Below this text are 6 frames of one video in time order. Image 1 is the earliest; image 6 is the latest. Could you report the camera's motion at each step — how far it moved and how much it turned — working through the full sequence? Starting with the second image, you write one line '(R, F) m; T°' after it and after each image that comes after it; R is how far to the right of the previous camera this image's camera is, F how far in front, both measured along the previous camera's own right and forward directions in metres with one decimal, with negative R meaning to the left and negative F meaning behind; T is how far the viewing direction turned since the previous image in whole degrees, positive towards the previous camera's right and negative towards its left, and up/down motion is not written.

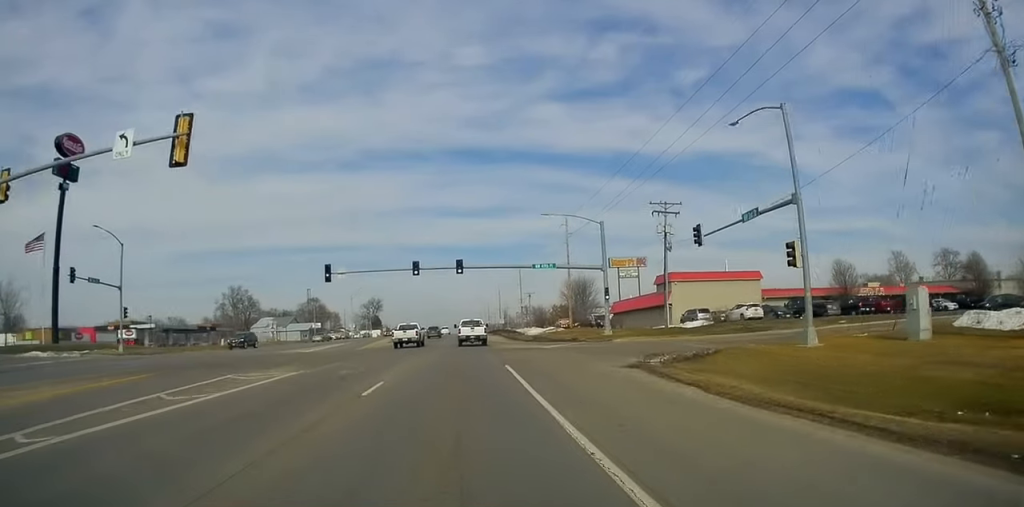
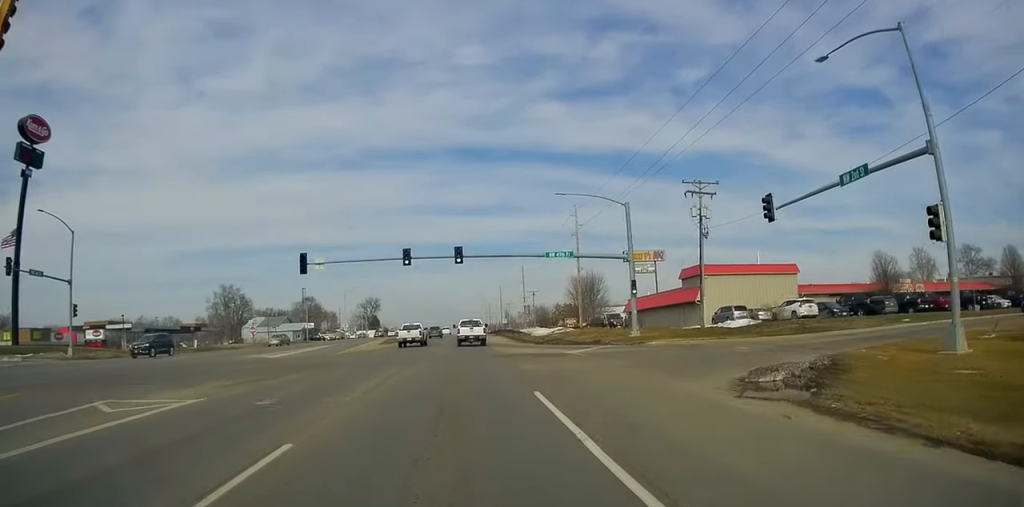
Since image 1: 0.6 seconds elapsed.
(-0.1, +8.7) m; -1°
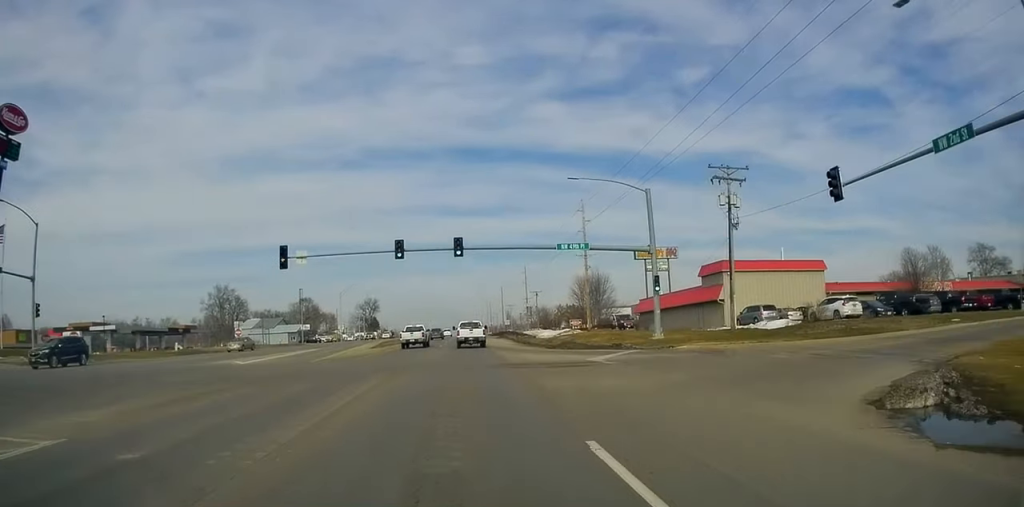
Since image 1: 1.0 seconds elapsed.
(0.0, +5.5) m; 0°
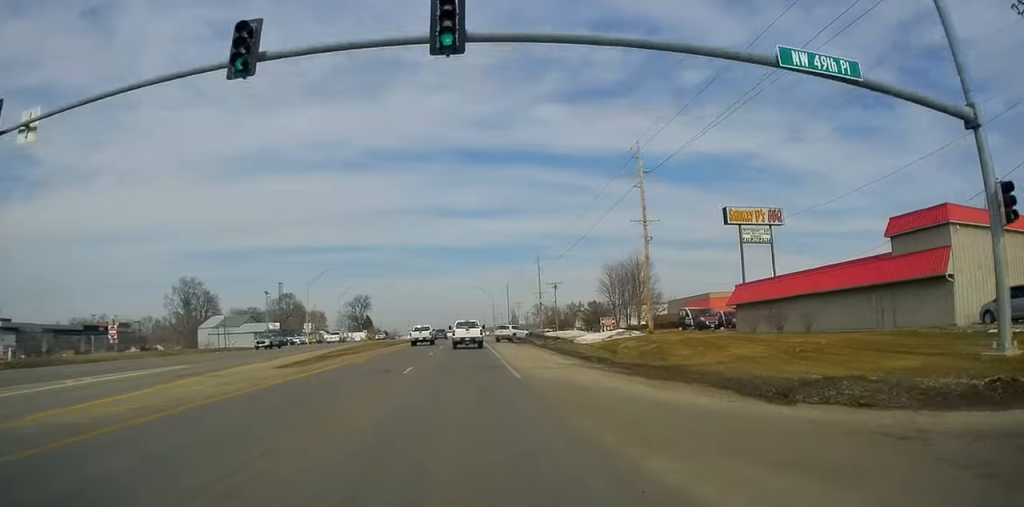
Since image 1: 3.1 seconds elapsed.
(0.0, +28.5) m; 0°
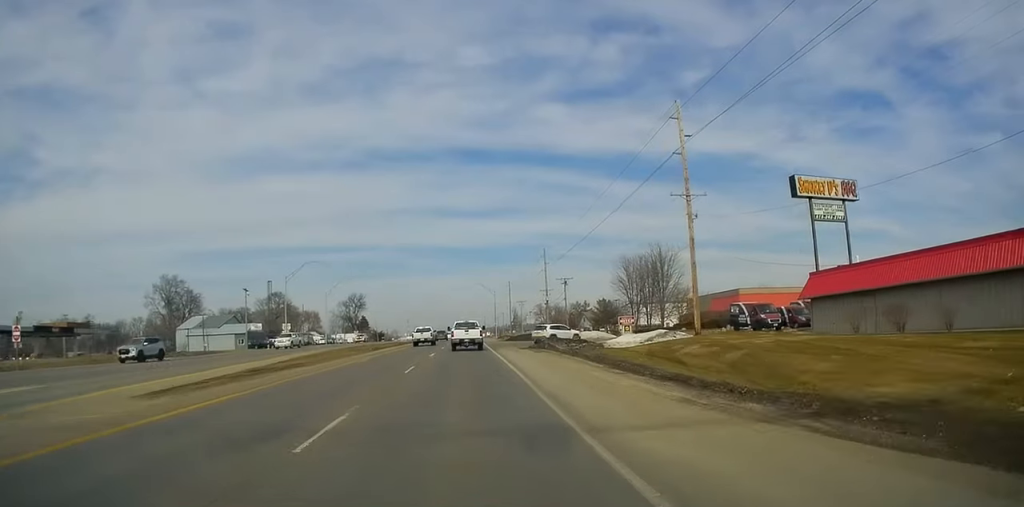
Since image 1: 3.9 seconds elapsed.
(0.0, +11.6) m; 0°
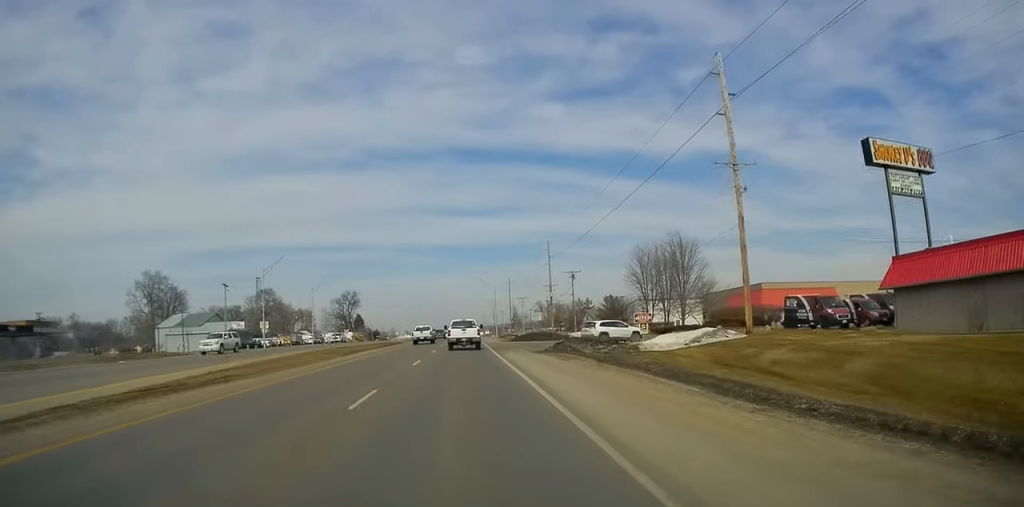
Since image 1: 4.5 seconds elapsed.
(0.0, +8.9) m; 0°
